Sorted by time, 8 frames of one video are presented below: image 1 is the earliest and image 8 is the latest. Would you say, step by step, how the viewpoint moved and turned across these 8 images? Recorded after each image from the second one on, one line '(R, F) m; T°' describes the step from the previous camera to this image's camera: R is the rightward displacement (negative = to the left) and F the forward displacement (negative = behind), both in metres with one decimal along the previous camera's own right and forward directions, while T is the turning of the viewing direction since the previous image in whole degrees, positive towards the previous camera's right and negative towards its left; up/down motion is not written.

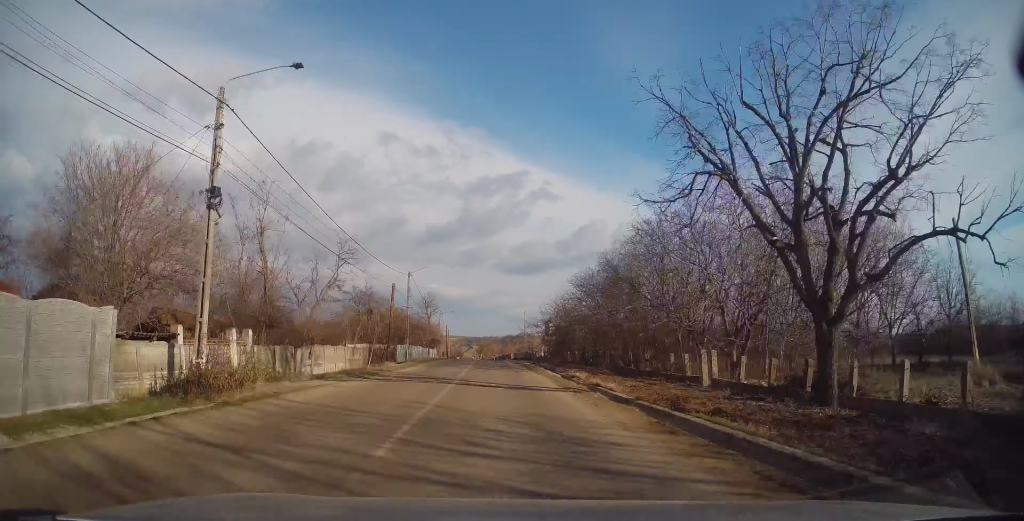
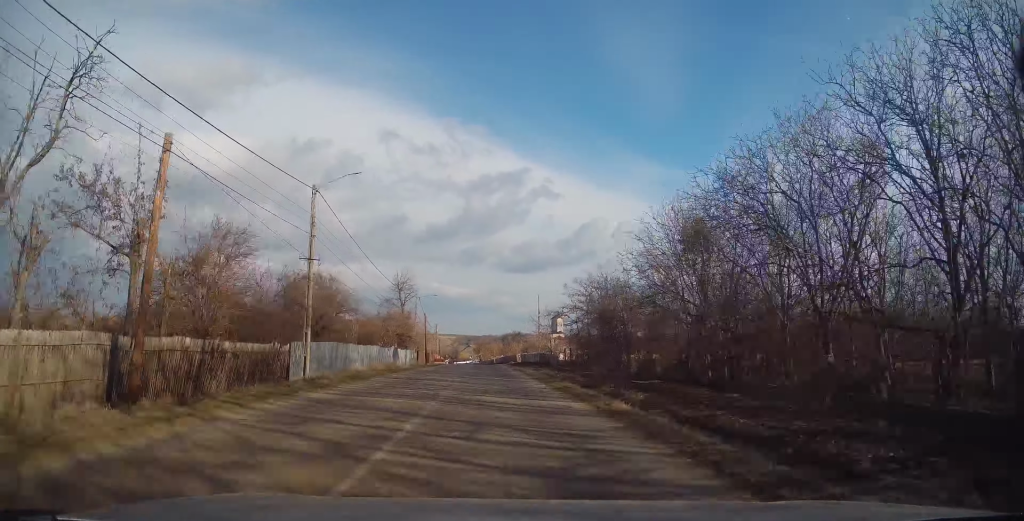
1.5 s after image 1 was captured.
(0.0, +27.4) m; -1°
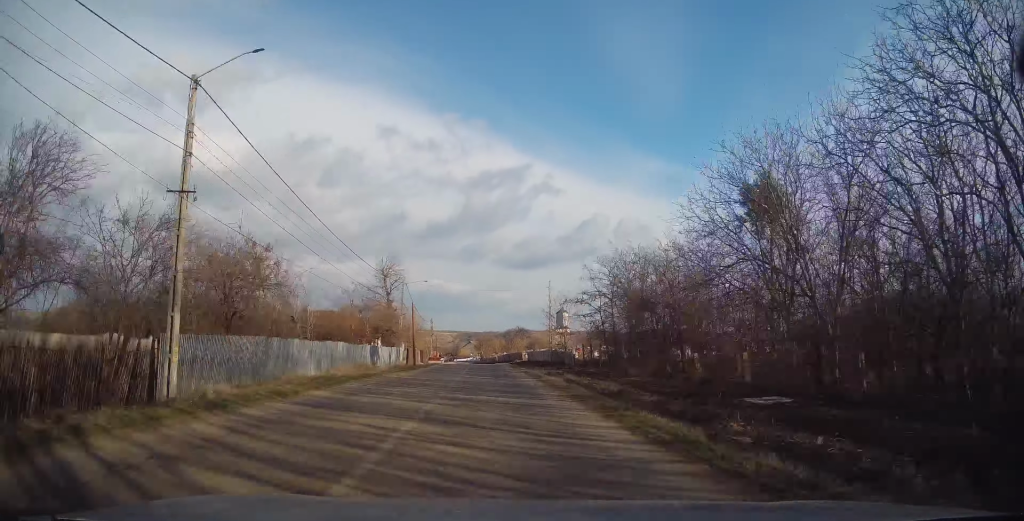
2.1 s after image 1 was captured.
(-0.1, +10.9) m; 0°
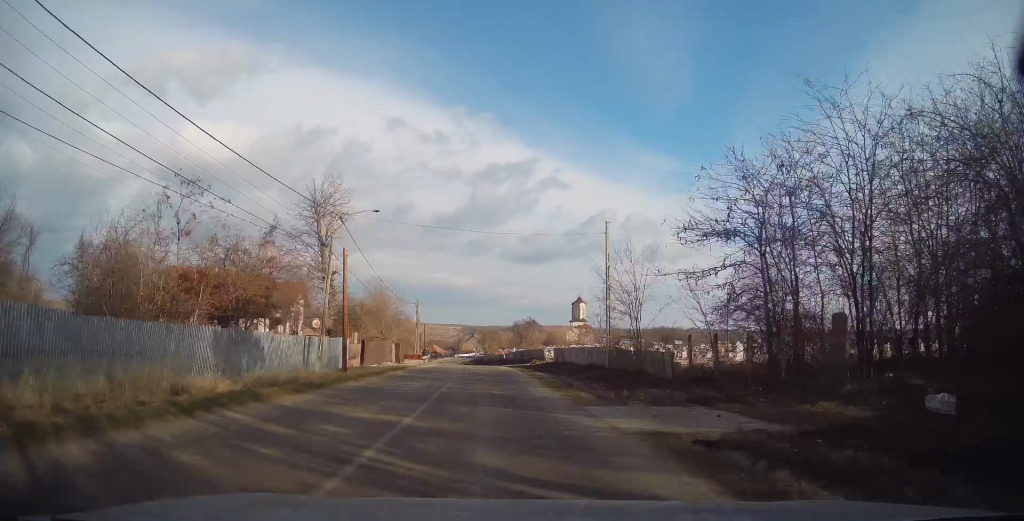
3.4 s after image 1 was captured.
(0.0, +24.9) m; 0°
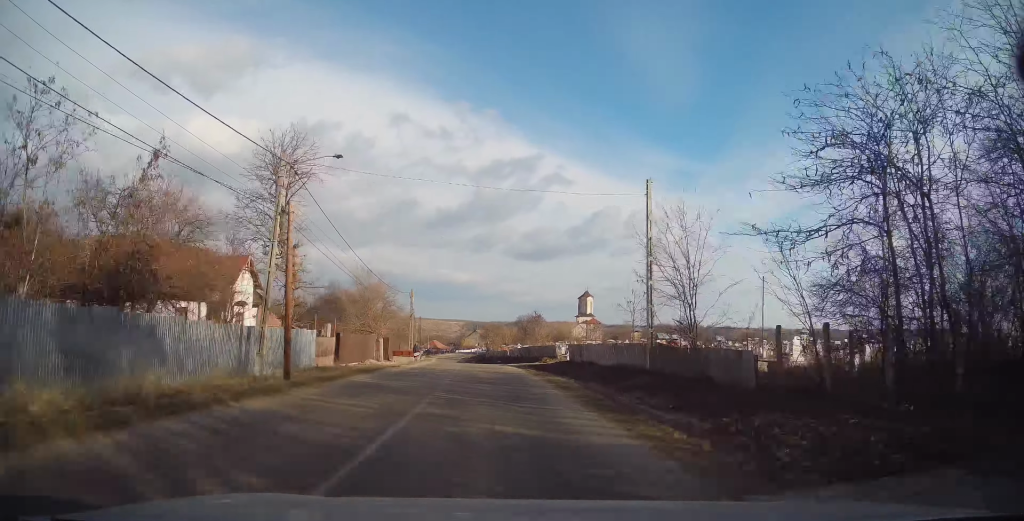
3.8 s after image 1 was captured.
(+0.3, +7.6) m; 0°
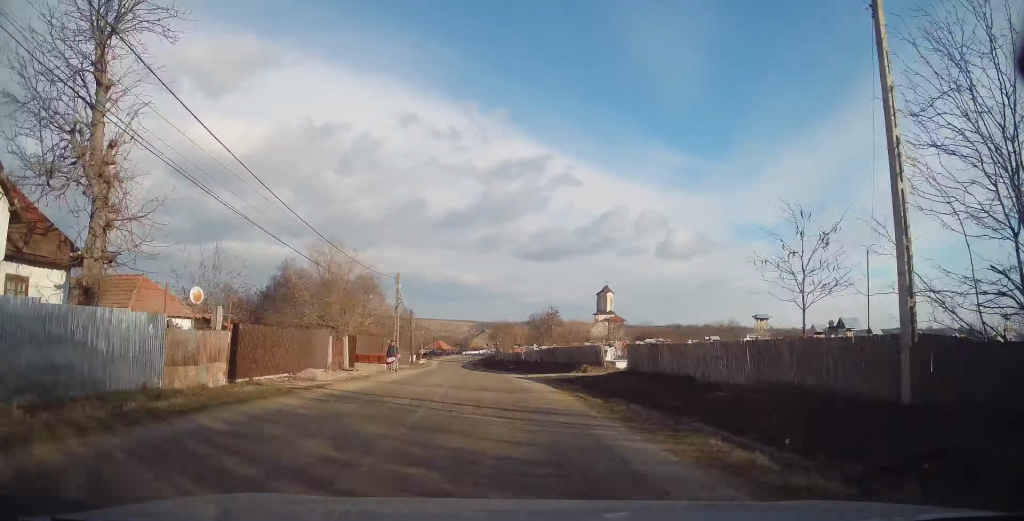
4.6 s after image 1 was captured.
(-0.5, +14.7) m; -1°
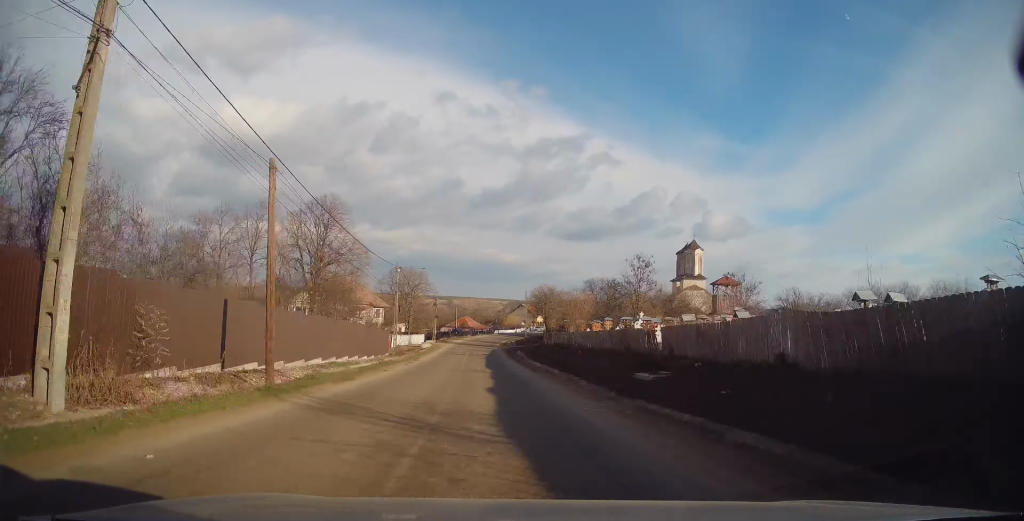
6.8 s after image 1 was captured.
(0.0, +39.9) m; -2°
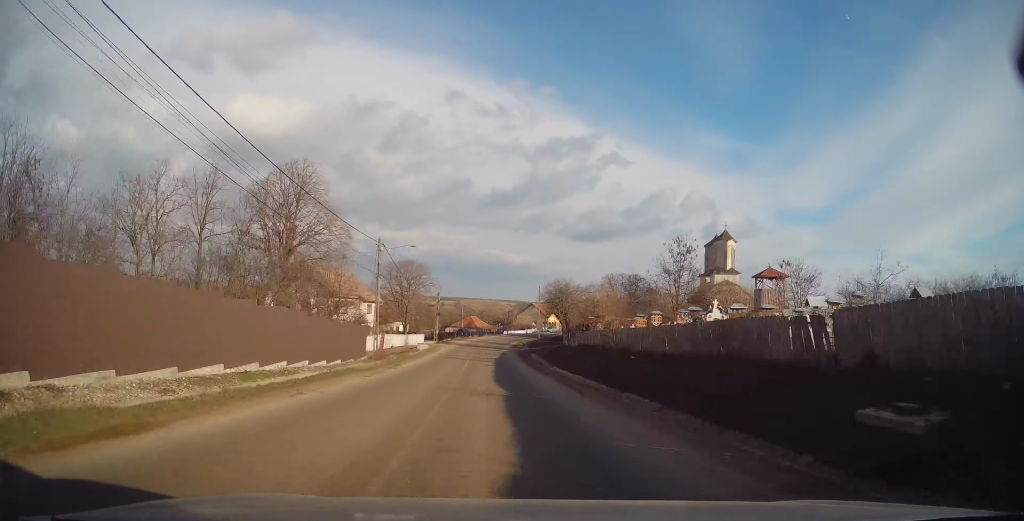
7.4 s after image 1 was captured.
(-0.3, +11.1) m; -2°
